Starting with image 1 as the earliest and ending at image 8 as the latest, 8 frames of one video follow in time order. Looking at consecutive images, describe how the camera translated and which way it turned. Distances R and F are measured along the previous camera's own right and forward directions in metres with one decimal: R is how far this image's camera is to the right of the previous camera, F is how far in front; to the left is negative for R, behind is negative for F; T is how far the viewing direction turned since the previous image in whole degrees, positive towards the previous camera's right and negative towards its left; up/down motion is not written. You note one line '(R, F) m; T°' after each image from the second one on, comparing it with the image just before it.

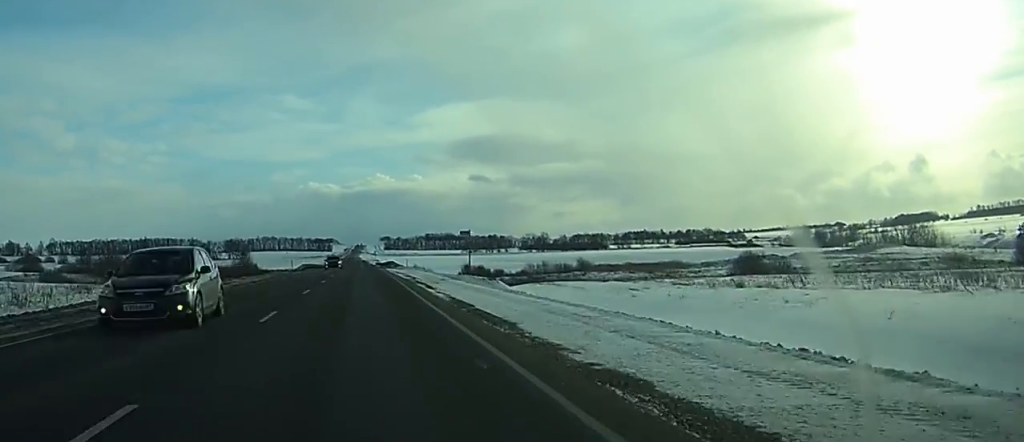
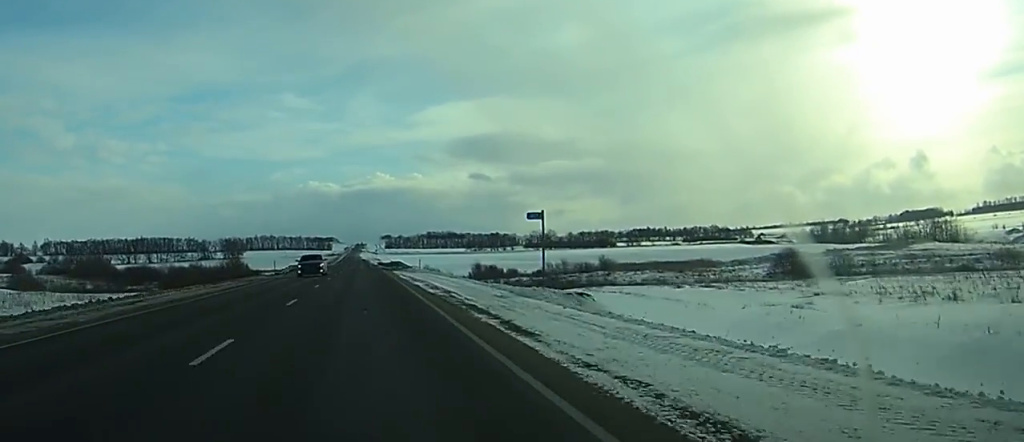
(0.0, +18.4) m; 0°
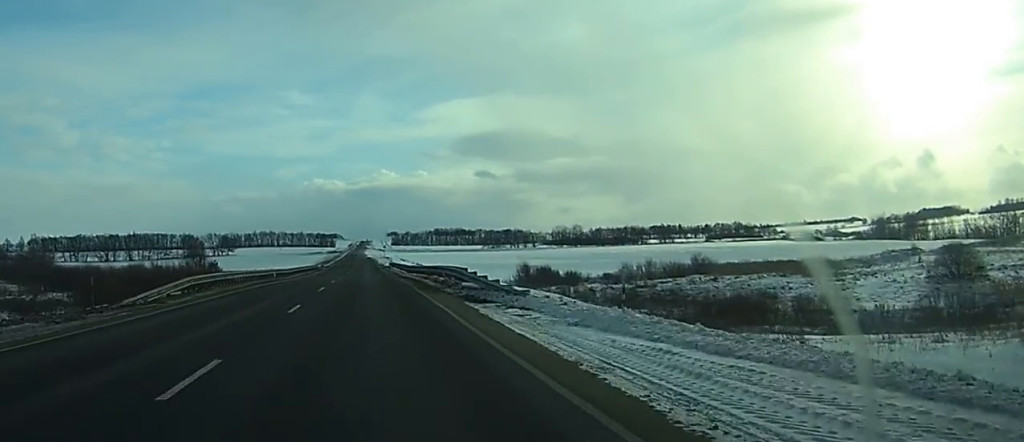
(-0.3, +50.6) m; -1°
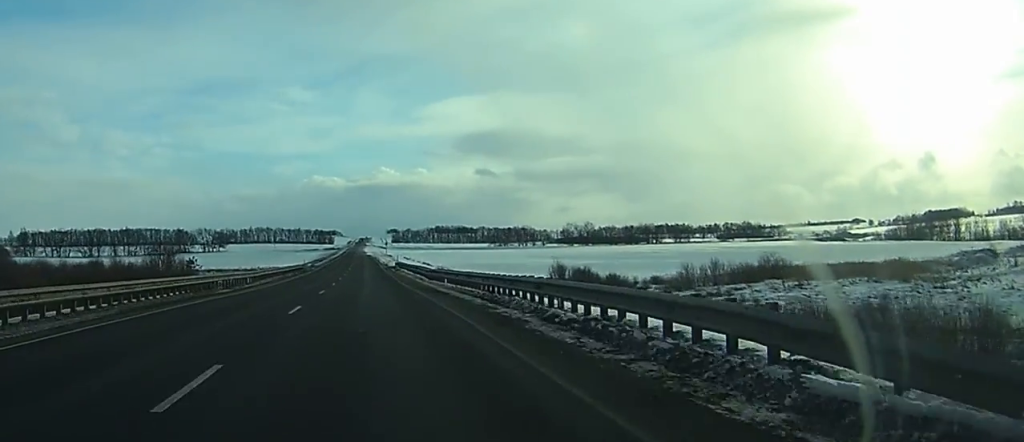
(-0.1, +24.9) m; 0°
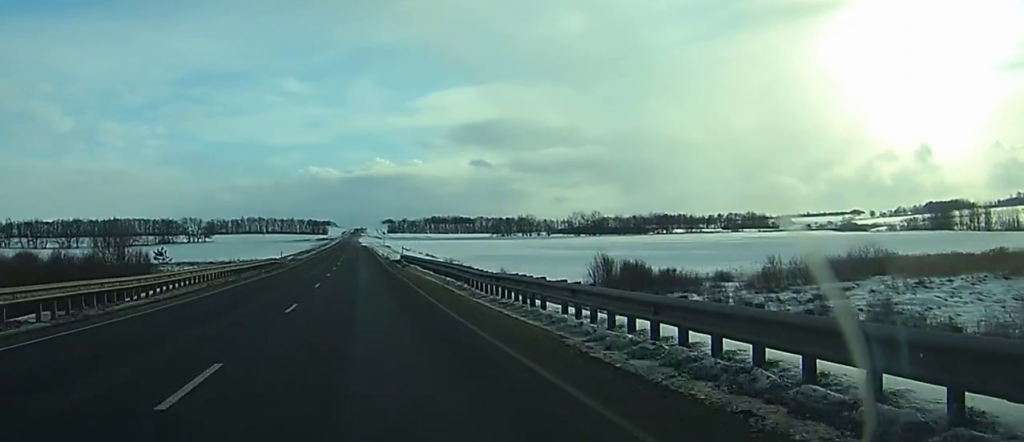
(+0.1, +24.1) m; +1°
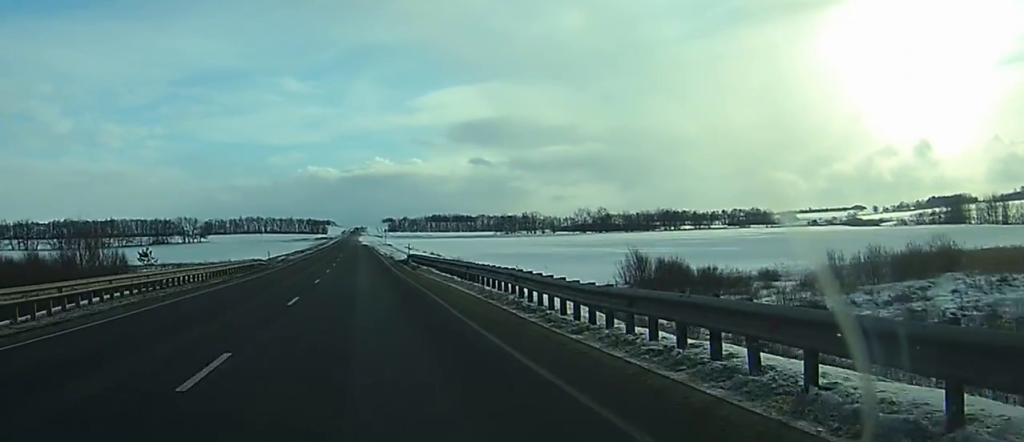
(+0.1, +11.1) m; 0°
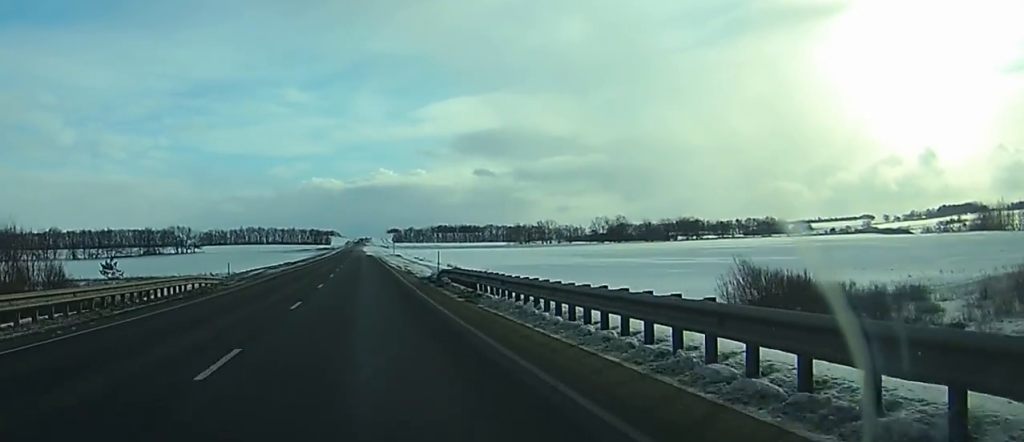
(0.0, +23.2) m; 0°
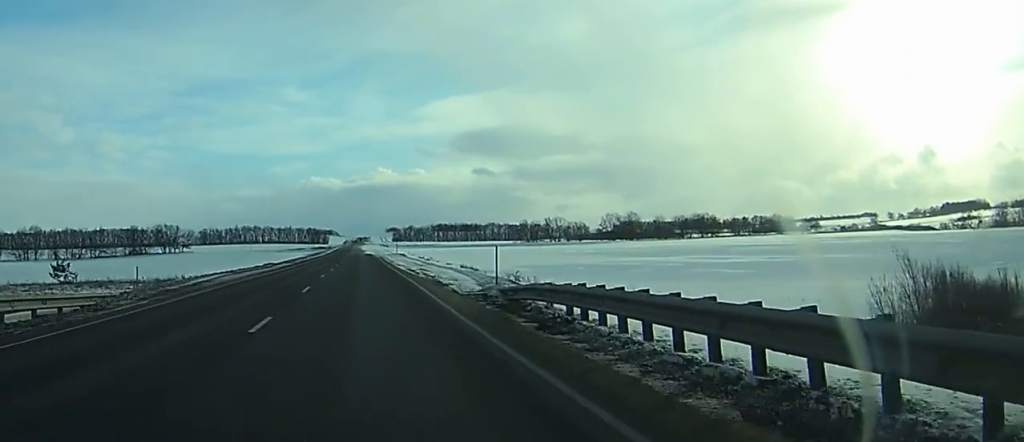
(0.0, +19.5) m; 0°
